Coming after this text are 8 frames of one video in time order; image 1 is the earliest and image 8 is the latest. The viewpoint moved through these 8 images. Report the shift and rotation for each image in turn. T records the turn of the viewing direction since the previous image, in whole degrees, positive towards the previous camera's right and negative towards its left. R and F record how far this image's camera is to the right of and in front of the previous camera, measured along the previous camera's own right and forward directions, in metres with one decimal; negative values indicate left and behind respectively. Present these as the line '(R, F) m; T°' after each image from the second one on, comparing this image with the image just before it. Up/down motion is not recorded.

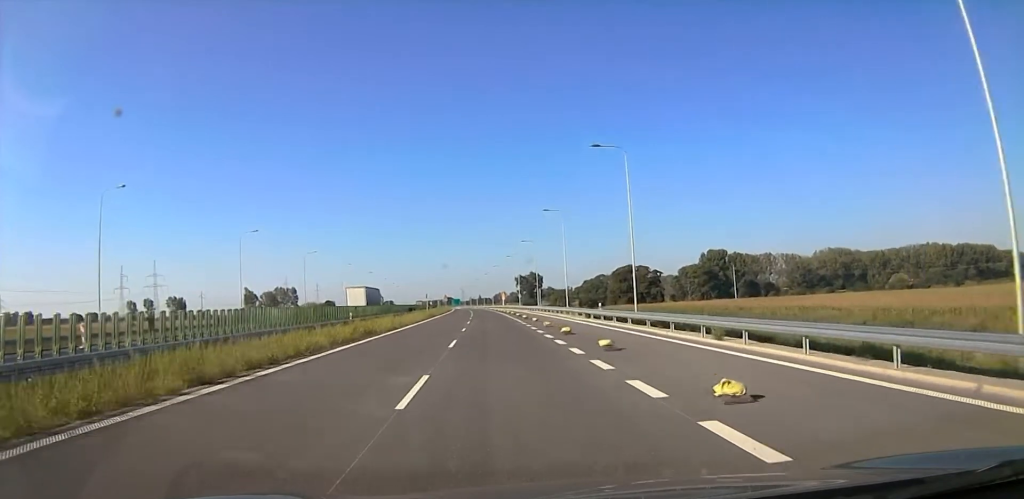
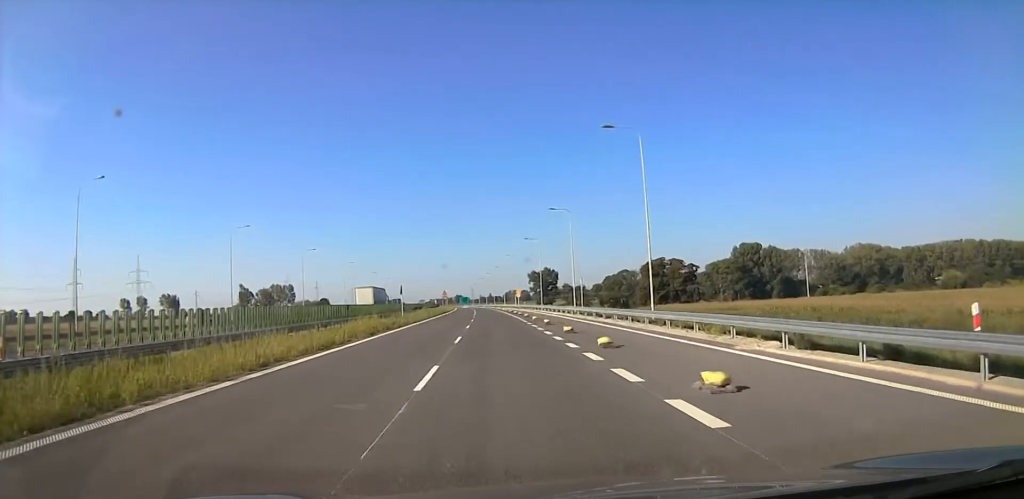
(+0.6, +34.2) m; 0°
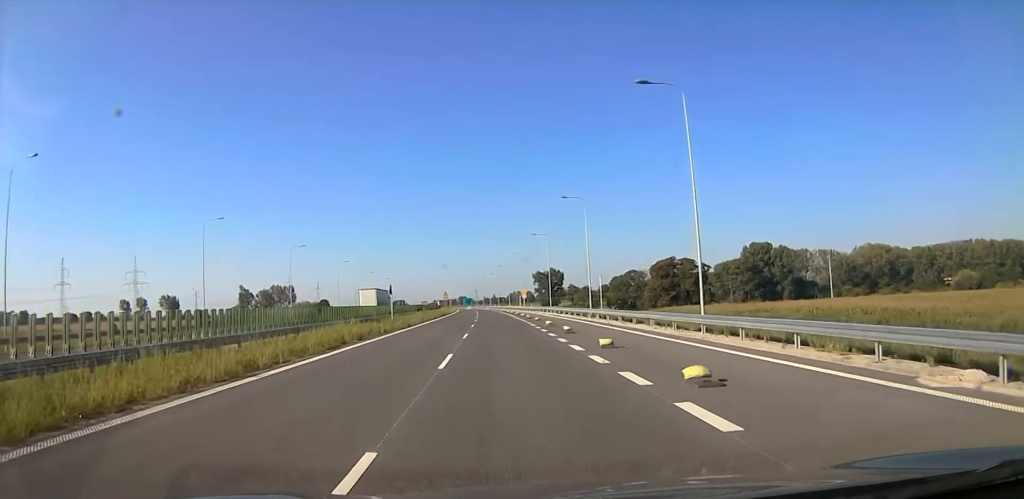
(-0.2, +8.2) m; -1°
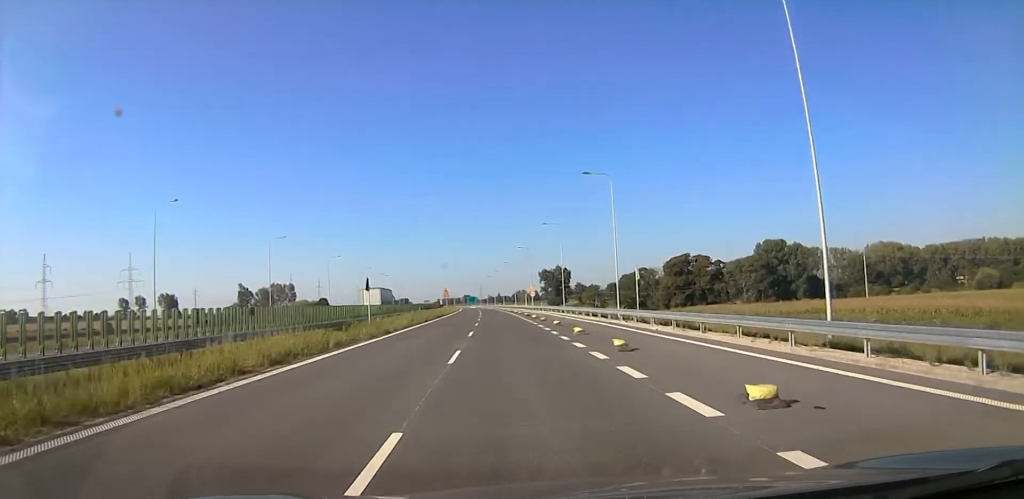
(-0.2, +10.7) m; -1°
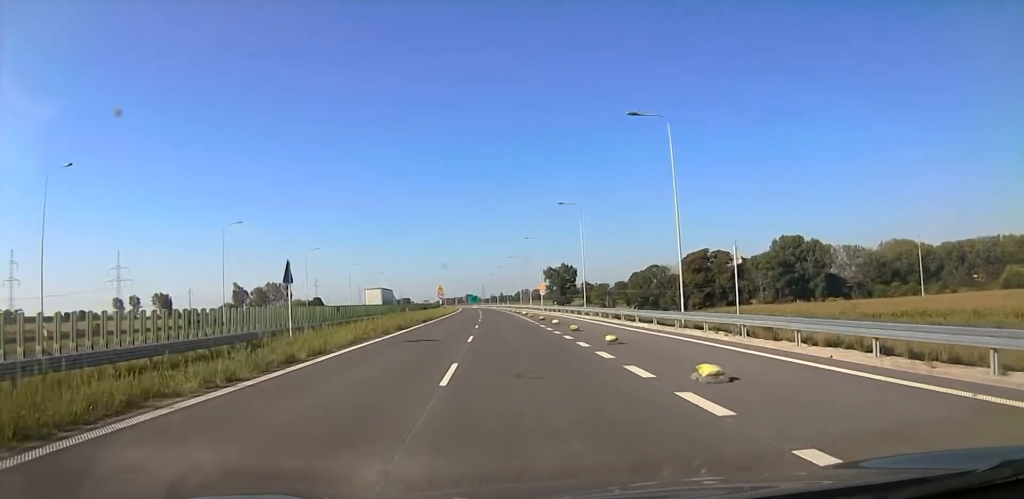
(0.0, +15.7) m; -1°
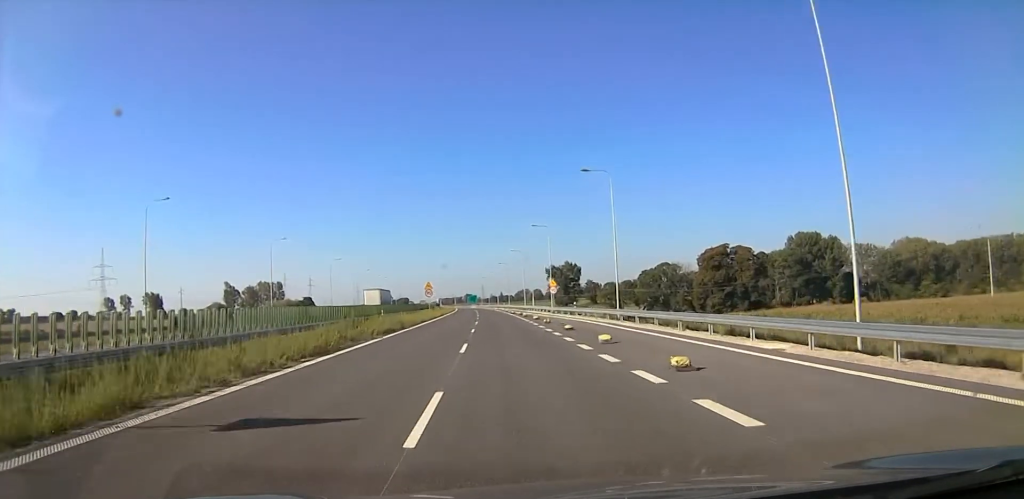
(-0.1, +16.5) m; -1°
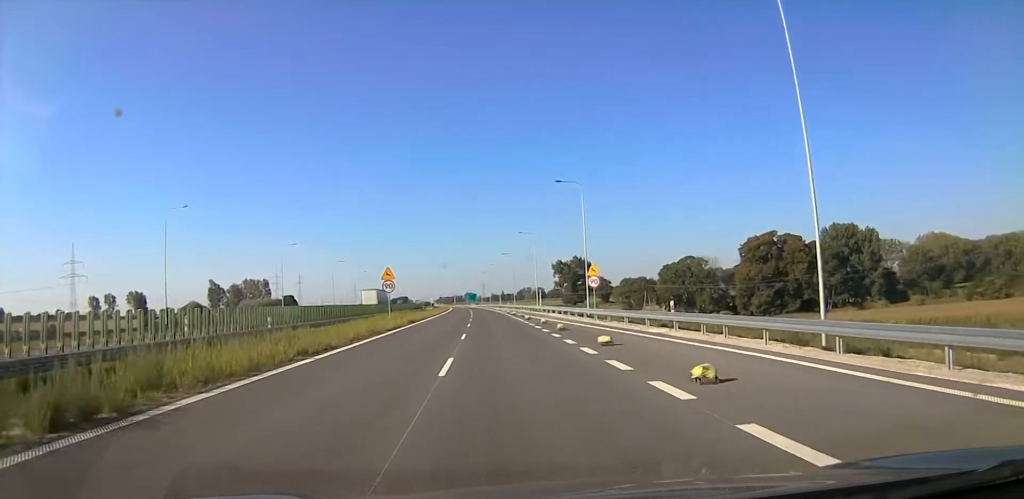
(-0.2, +30.0) m; +1°
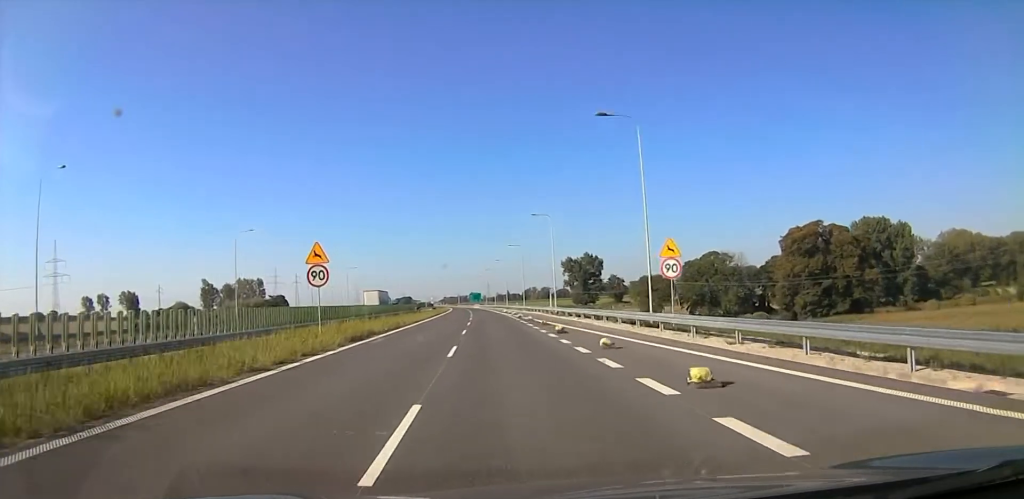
(+0.5, +19.5) m; -2°
